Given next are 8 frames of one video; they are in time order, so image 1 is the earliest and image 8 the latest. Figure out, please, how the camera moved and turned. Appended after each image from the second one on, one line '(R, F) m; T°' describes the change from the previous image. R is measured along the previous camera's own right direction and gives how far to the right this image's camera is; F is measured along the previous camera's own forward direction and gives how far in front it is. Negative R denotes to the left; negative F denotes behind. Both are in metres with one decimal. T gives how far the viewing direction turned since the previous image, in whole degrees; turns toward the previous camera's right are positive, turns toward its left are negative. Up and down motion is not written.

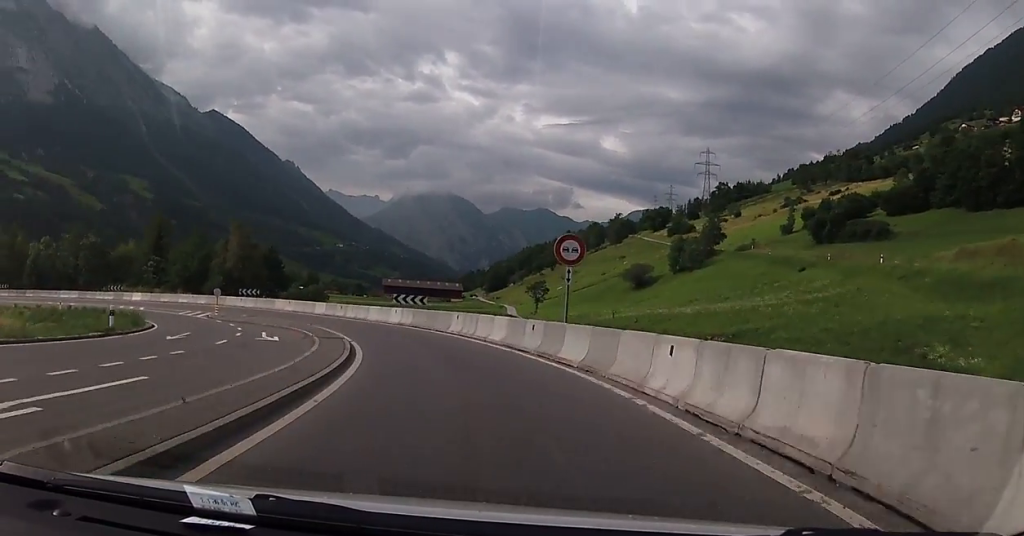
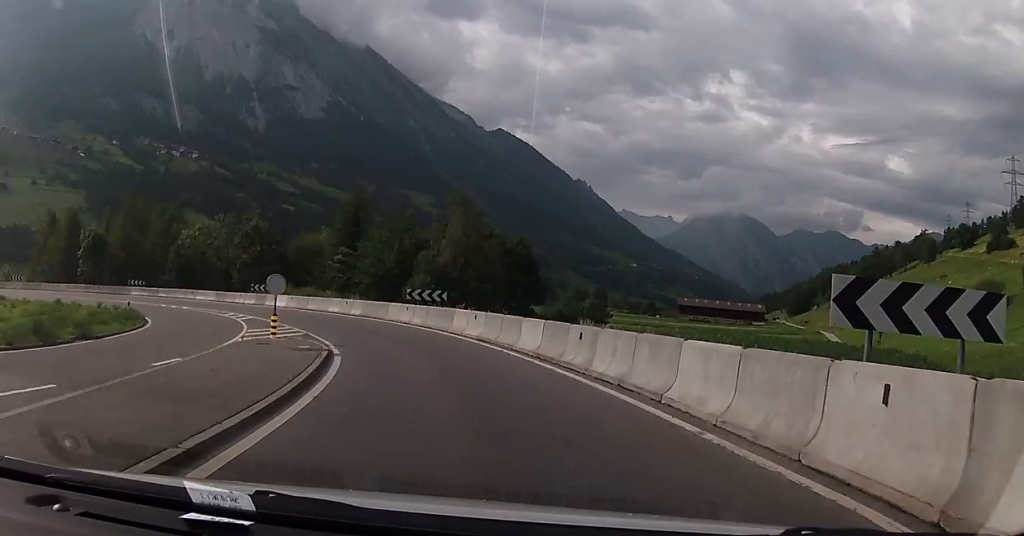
(-5.3, +30.6) m; -23°
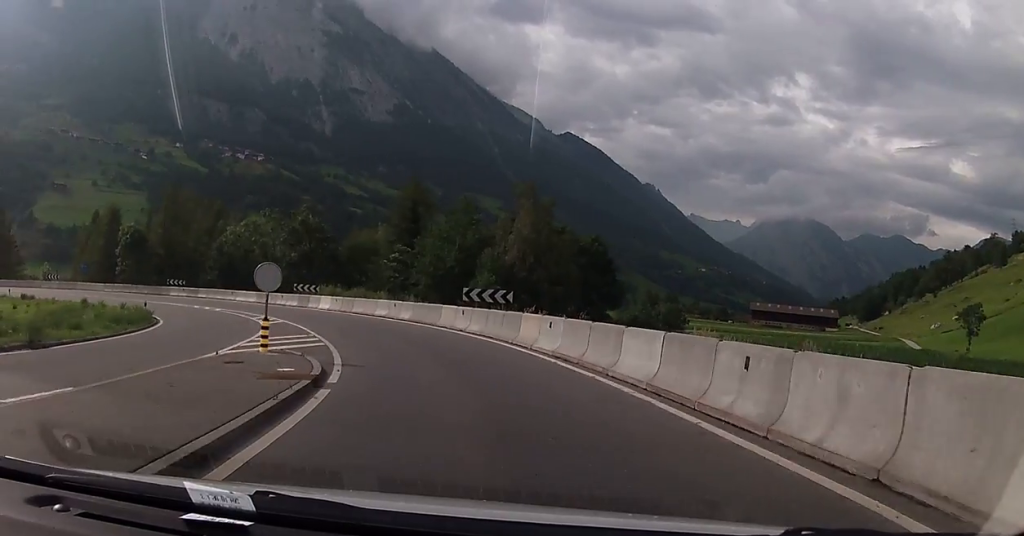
(-0.3, +5.7) m; -8°
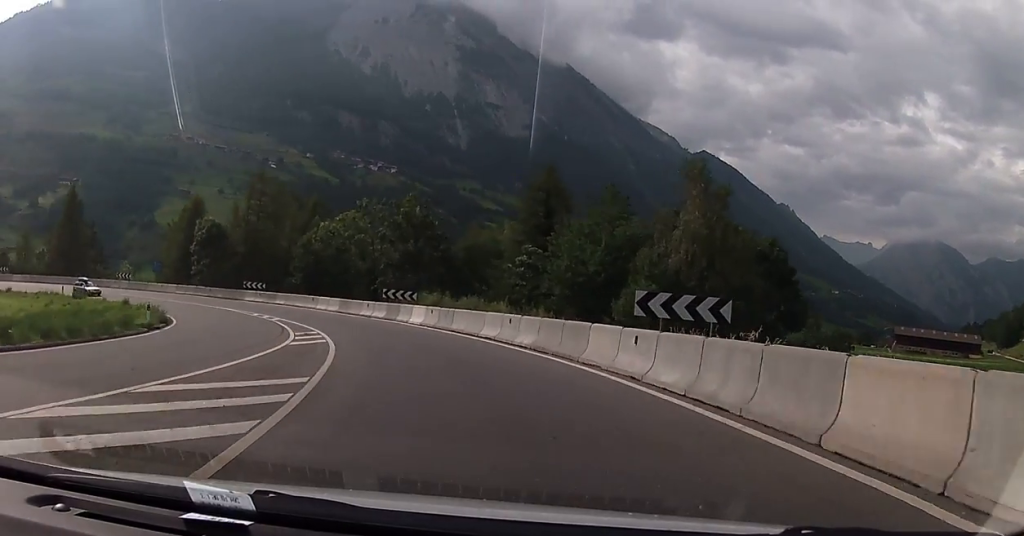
(-1.6, +11.7) m; -12°
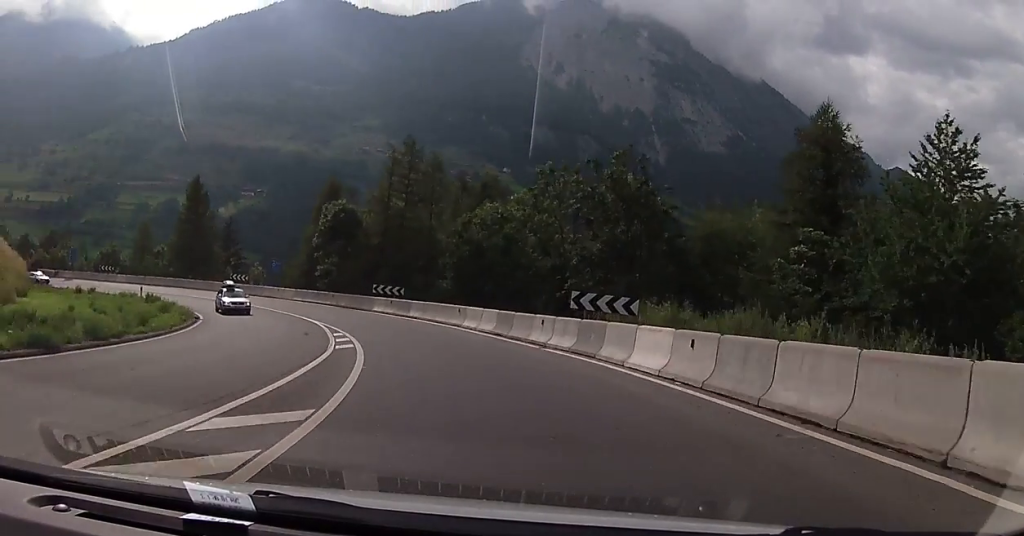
(-1.8, +19.3) m; -11°
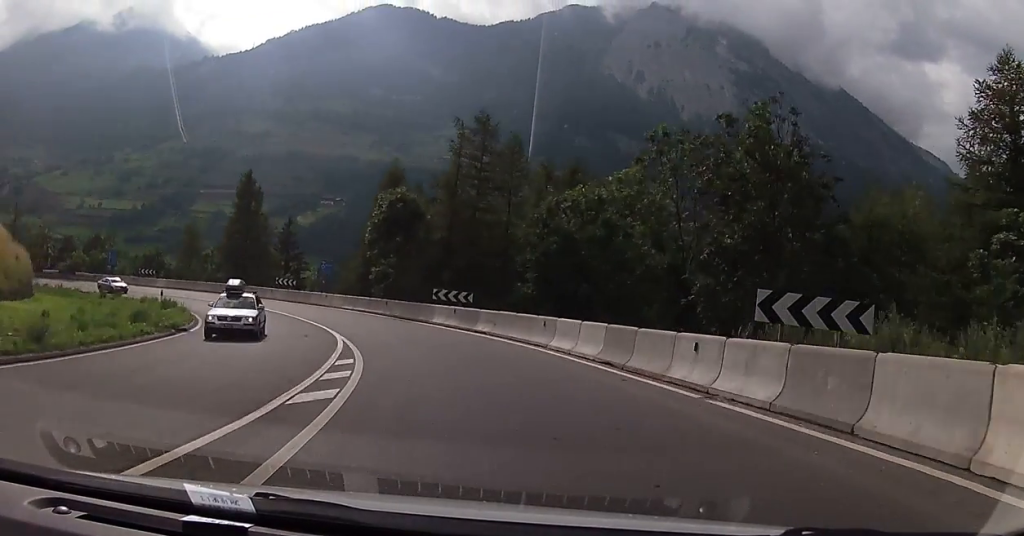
(-0.8, +8.4) m; -8°
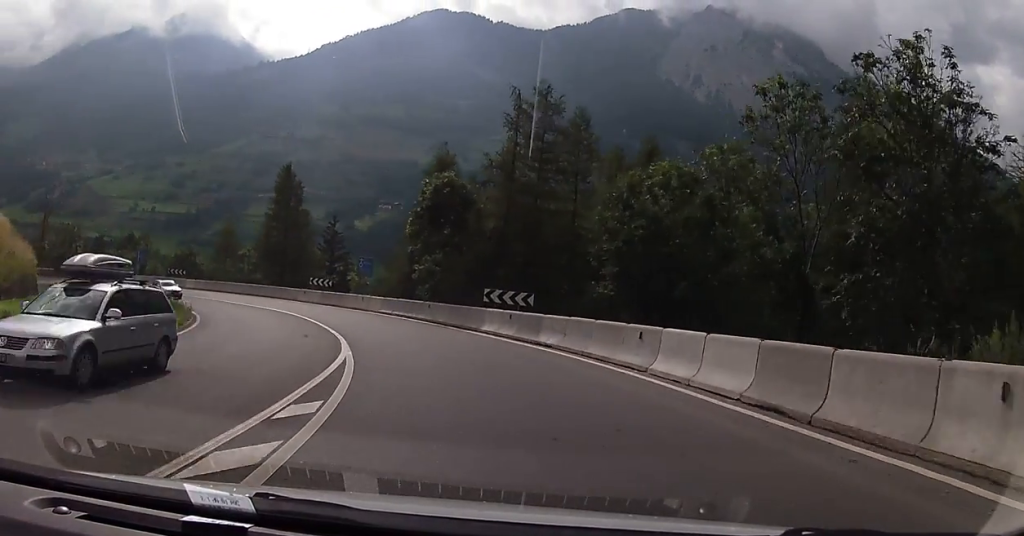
(+0.1, +6.1) m; -6°
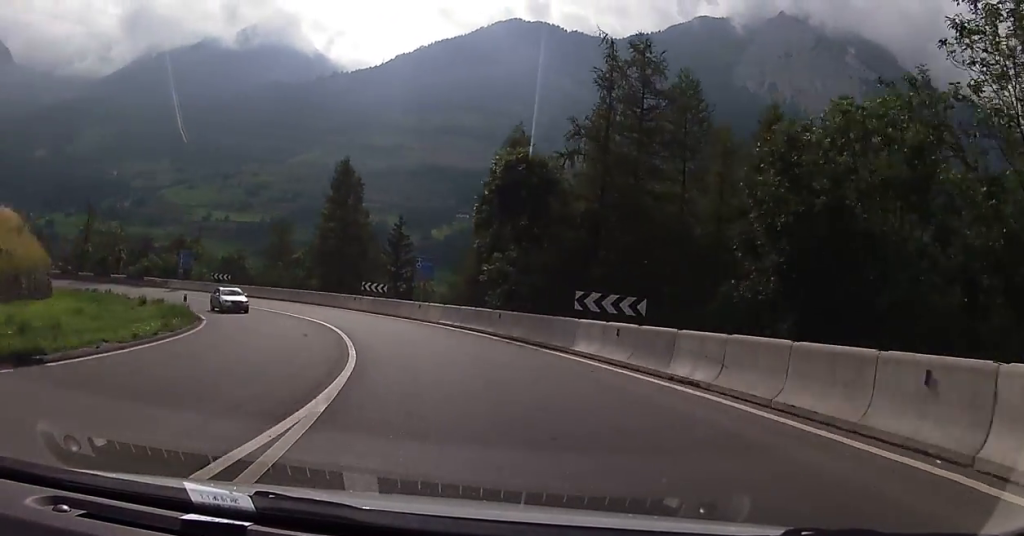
(-0.9, +7.6) m; -7°
